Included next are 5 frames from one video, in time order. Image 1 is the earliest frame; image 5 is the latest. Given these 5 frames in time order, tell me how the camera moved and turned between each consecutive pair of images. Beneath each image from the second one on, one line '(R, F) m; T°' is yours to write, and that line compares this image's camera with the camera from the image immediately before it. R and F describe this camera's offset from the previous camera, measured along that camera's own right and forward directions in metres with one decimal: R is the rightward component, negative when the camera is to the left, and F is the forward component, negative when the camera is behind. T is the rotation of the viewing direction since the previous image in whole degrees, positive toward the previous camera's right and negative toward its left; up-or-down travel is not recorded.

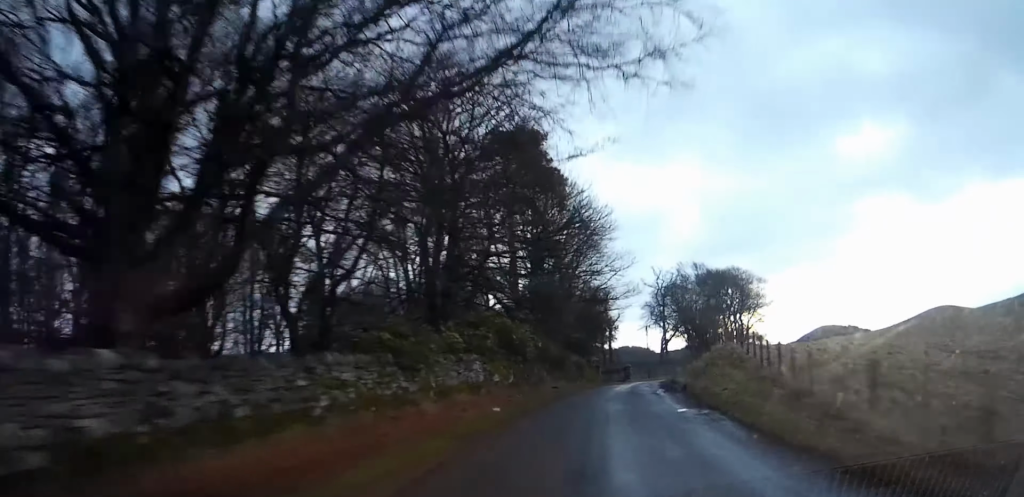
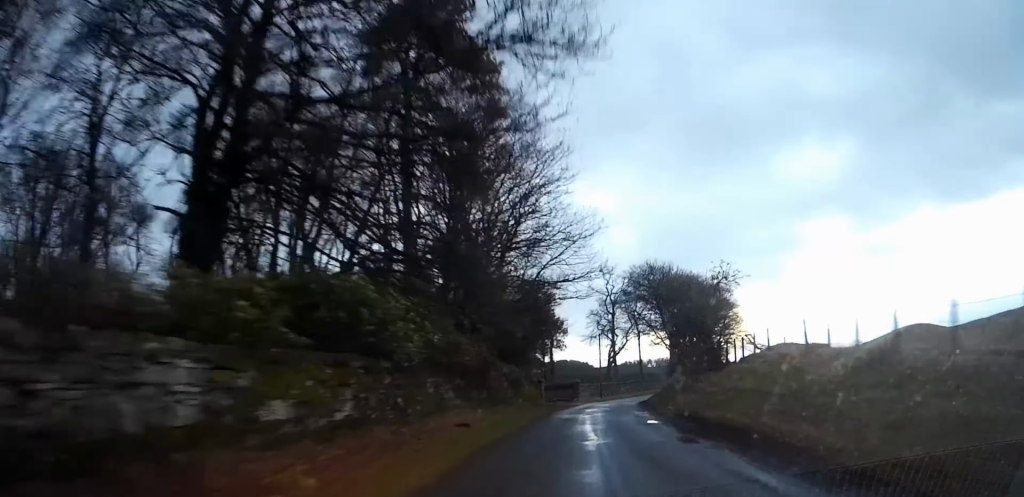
(+0.8, +16.6) m; +3°
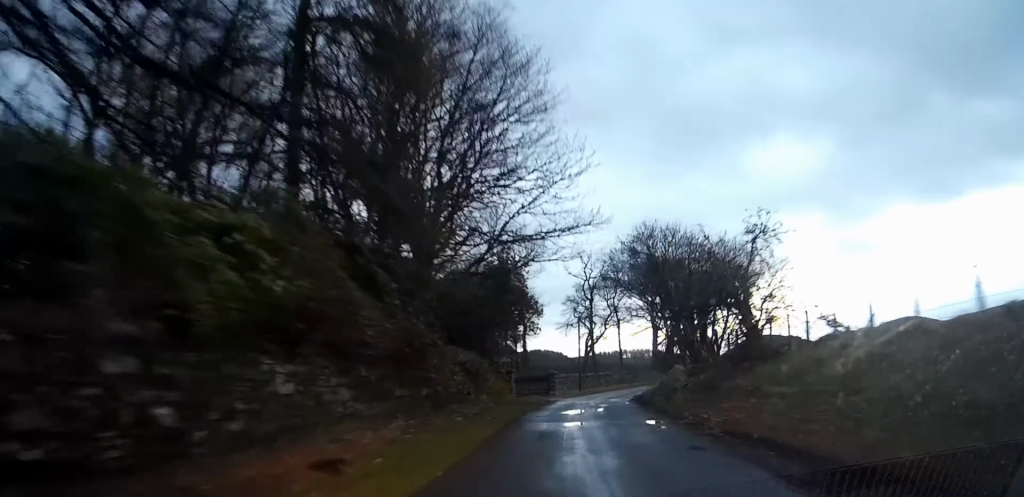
(0.0, +9.0) m; 0°
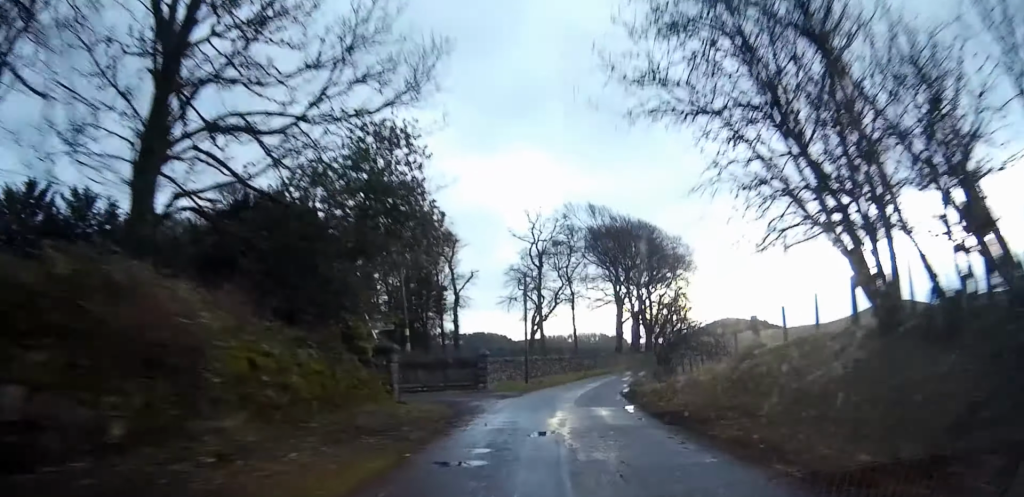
(+1.6, +21.8) m; +8°
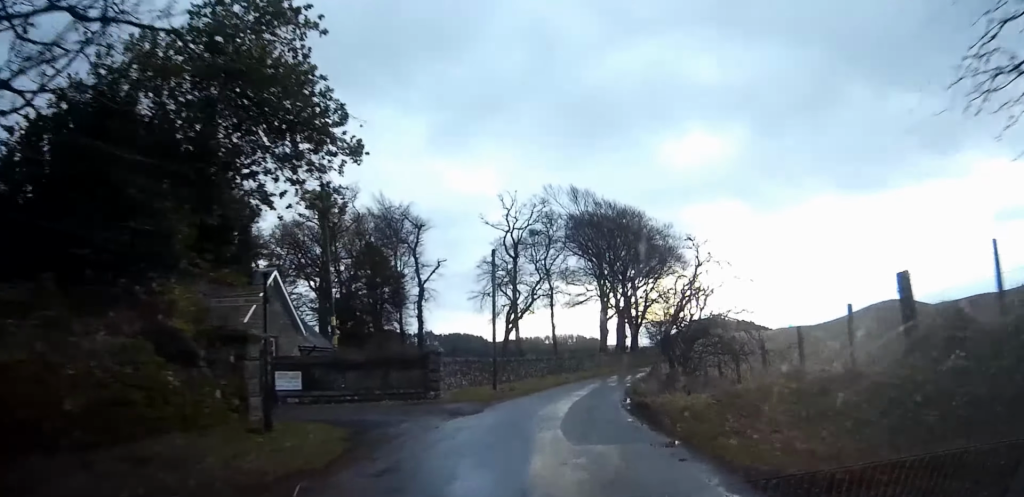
(-0.2, +9.7) m; -2°
